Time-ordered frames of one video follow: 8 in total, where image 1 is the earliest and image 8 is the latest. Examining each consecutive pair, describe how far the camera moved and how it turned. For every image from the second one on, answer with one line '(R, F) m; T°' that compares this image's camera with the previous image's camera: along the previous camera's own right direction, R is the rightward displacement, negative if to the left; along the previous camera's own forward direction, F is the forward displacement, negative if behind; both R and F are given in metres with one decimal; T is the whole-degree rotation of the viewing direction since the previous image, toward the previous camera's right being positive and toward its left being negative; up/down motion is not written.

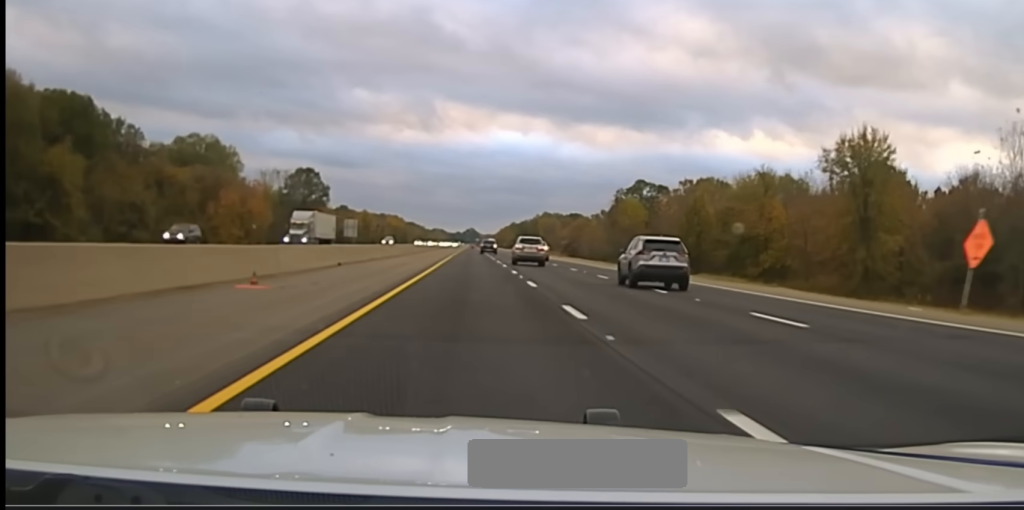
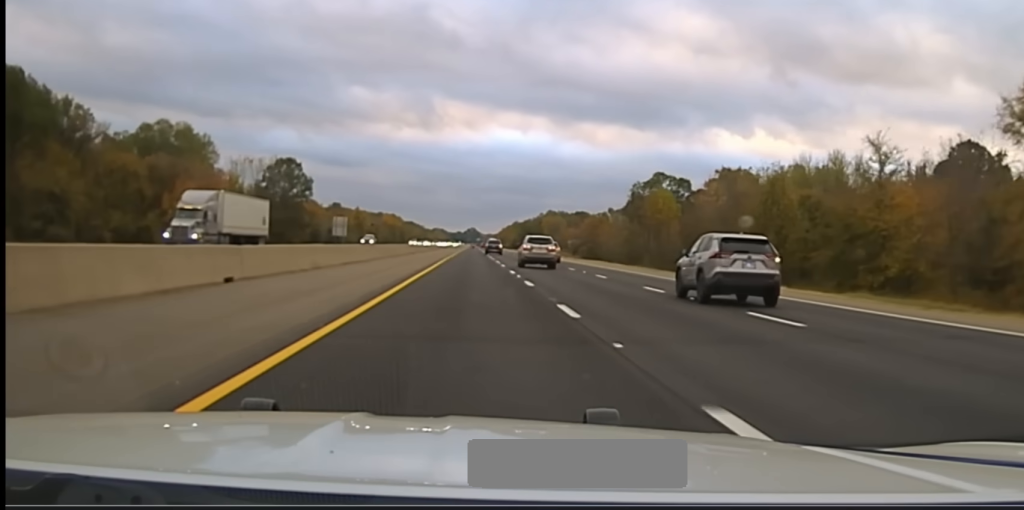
(0.0, +27.7) m; 0°
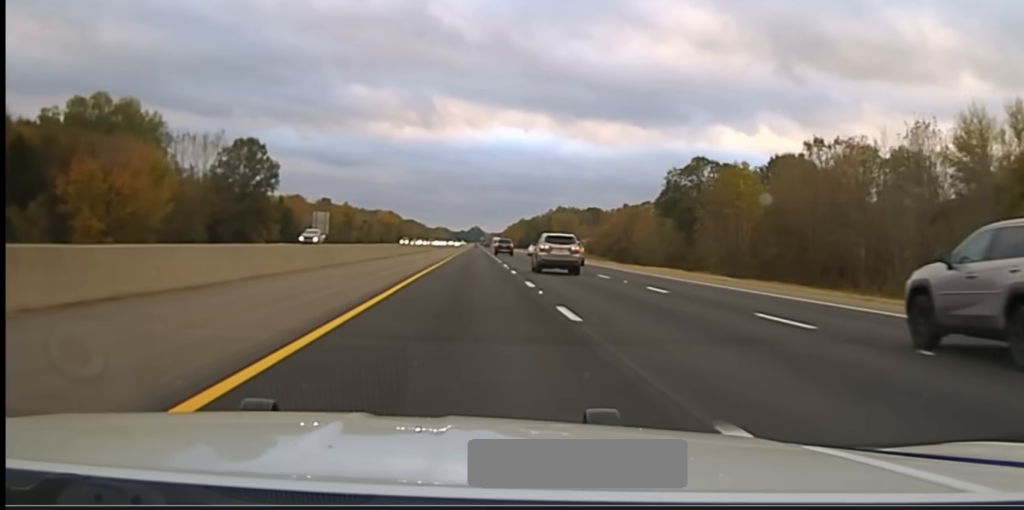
(-0.1, +38.7) m; 0°
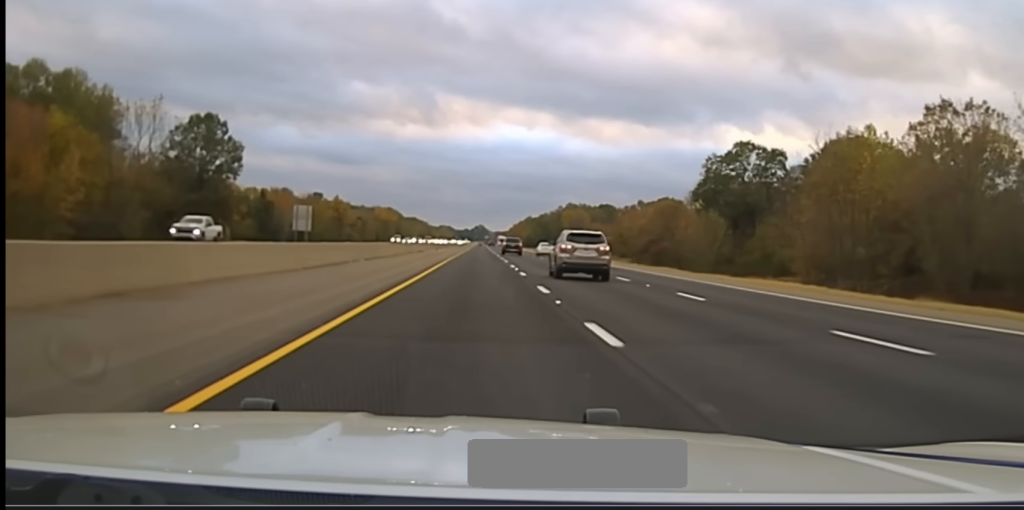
(0.0, +29.2) m; 0°
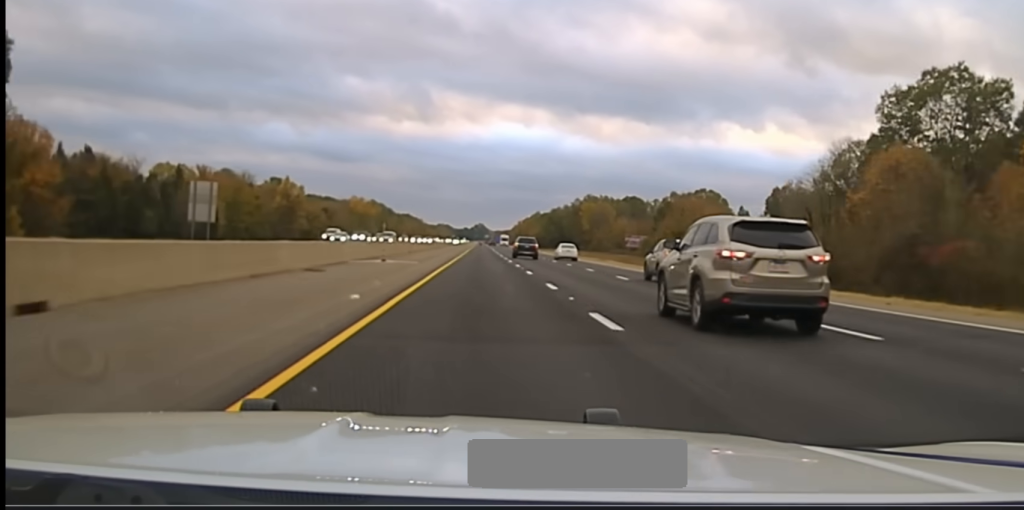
(-0.2, +71.2) m; 0°
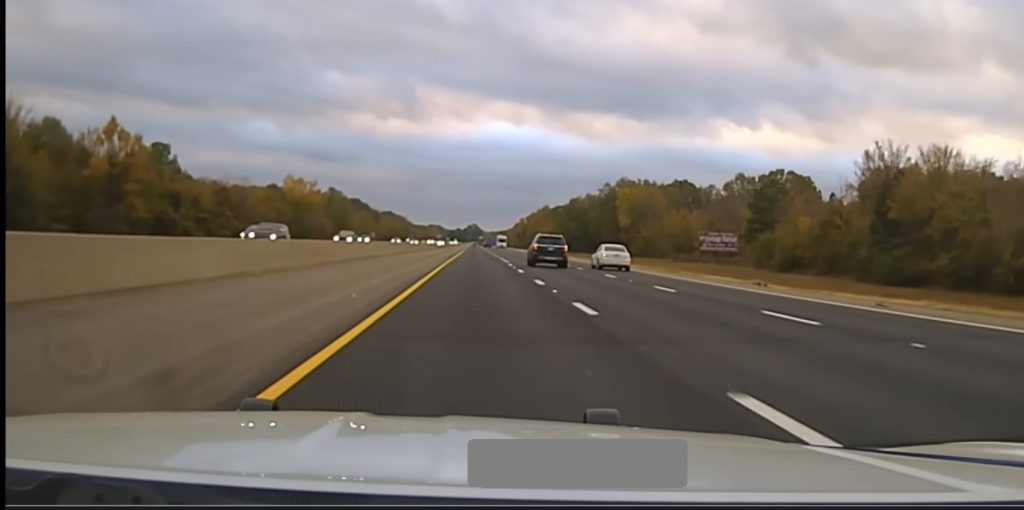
(+0.3, +87.6) m; 0°
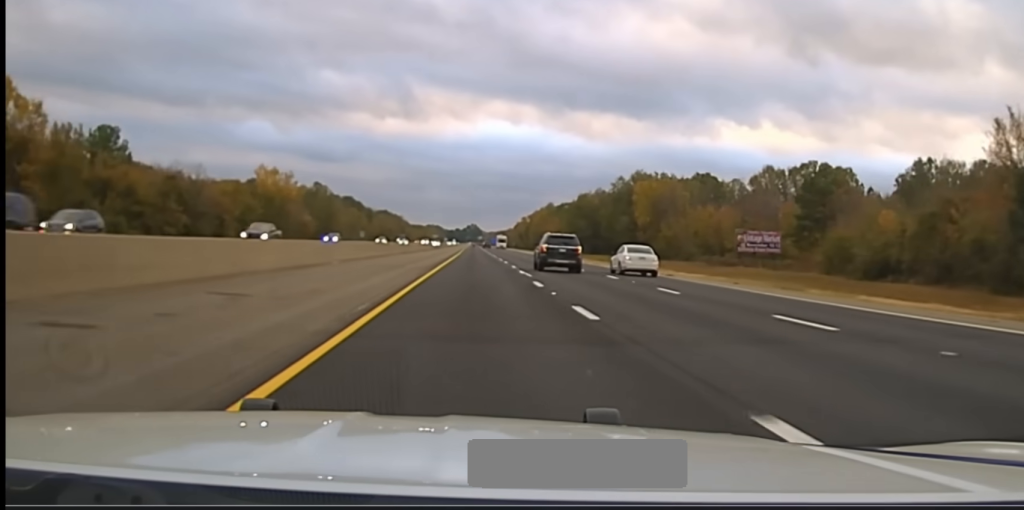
(0.0, +27.5) m; 0°
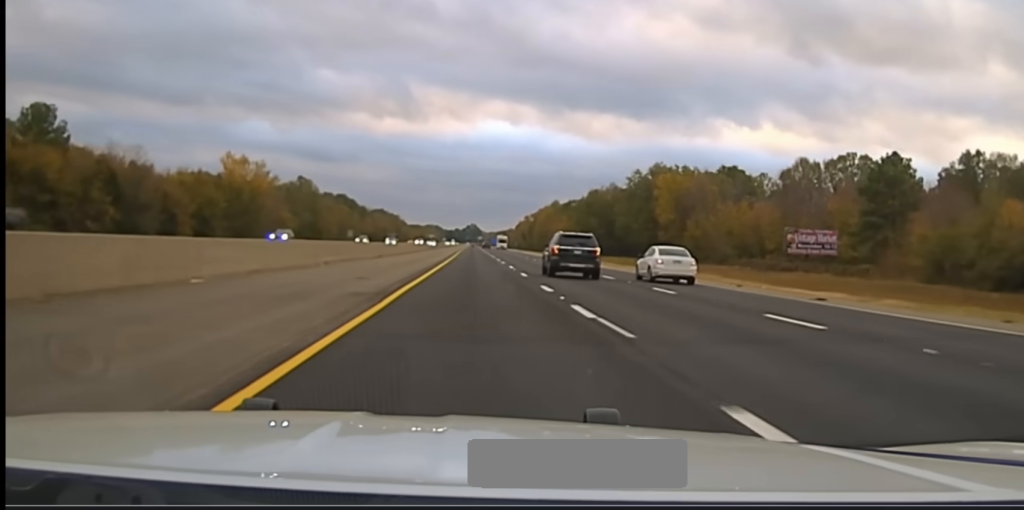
(0.0, +26.5) m; 0°
